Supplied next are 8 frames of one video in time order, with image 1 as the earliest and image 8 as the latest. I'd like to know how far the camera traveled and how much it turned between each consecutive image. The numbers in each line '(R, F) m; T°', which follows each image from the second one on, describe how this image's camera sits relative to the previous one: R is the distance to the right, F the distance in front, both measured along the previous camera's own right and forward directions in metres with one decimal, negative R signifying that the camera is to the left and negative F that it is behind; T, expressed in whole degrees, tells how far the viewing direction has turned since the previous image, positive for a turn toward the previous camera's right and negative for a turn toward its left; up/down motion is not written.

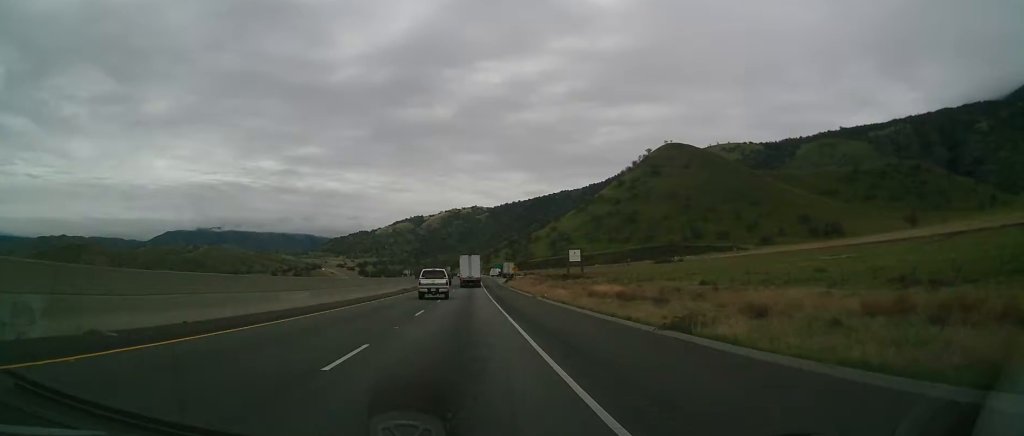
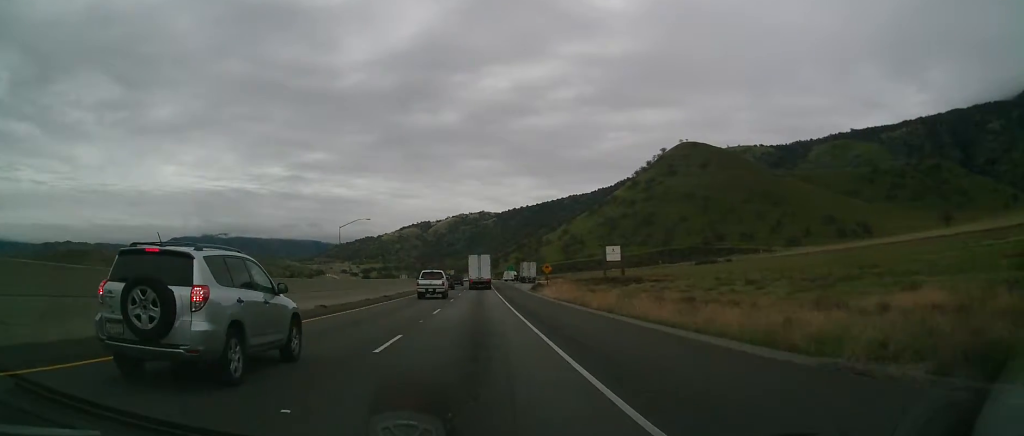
(-0.4, +41.2) m; 0°
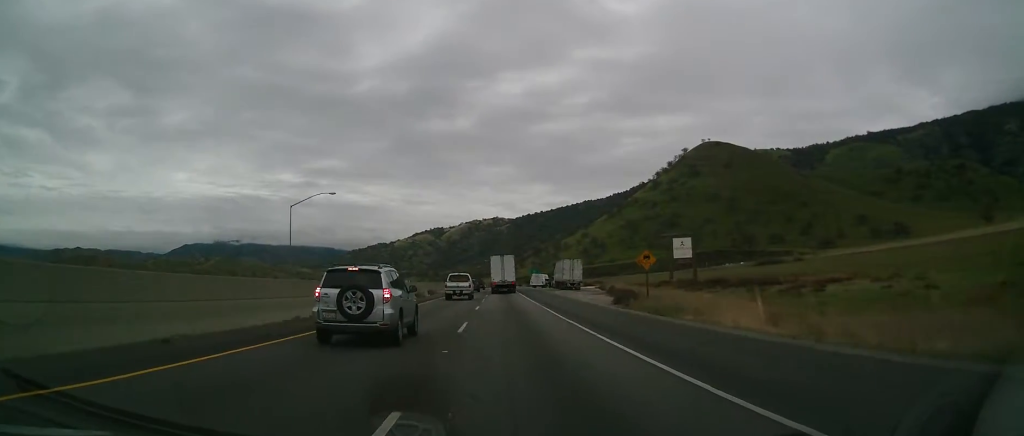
(-0.3, +38.0) m; -2°
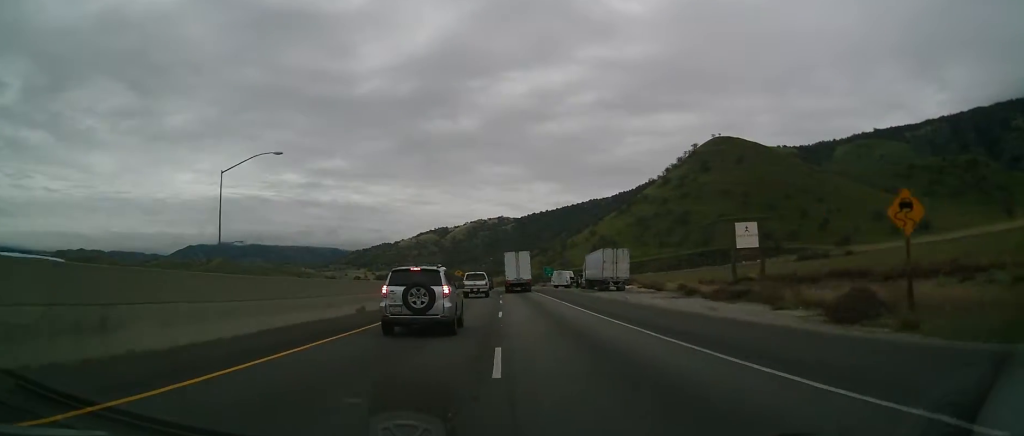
(-0.3, +22.8) m; -1°
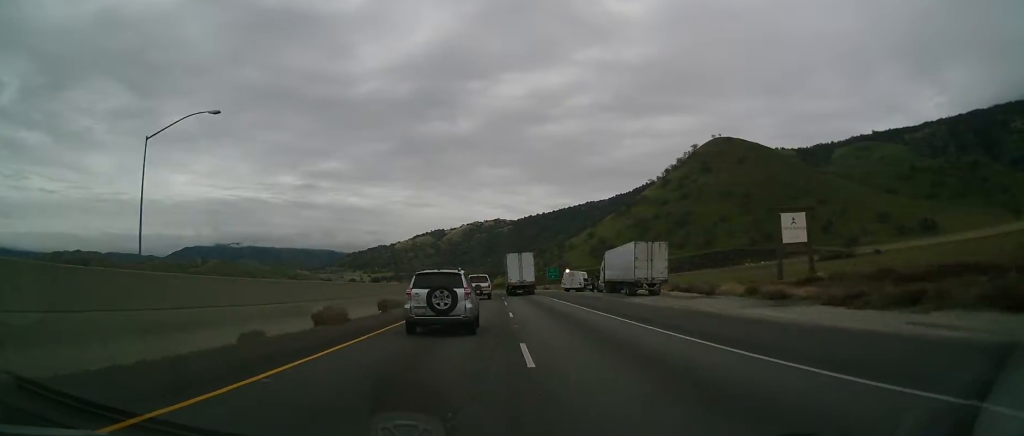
(-0.1, +13.3) m; 0°
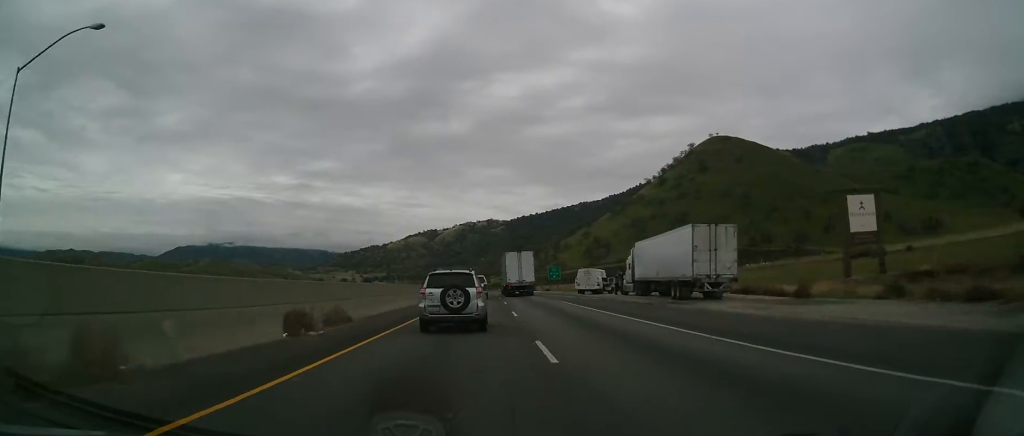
(+0.1, +14.2) m; 0°
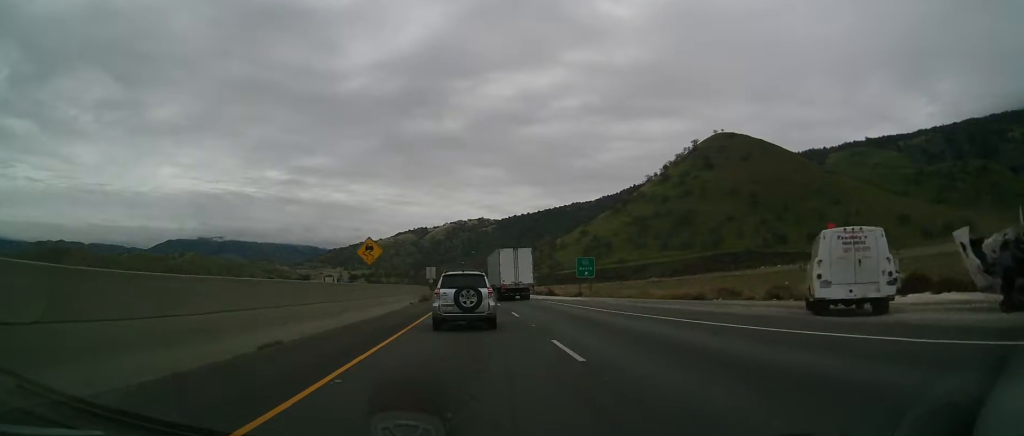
(-0.1, +43.0) m; 0°
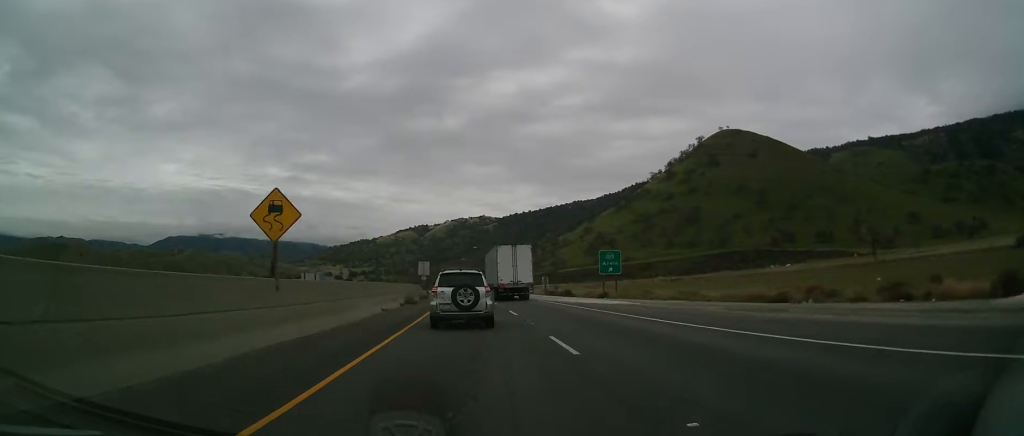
(+0.1, +13.6) m; 0°
